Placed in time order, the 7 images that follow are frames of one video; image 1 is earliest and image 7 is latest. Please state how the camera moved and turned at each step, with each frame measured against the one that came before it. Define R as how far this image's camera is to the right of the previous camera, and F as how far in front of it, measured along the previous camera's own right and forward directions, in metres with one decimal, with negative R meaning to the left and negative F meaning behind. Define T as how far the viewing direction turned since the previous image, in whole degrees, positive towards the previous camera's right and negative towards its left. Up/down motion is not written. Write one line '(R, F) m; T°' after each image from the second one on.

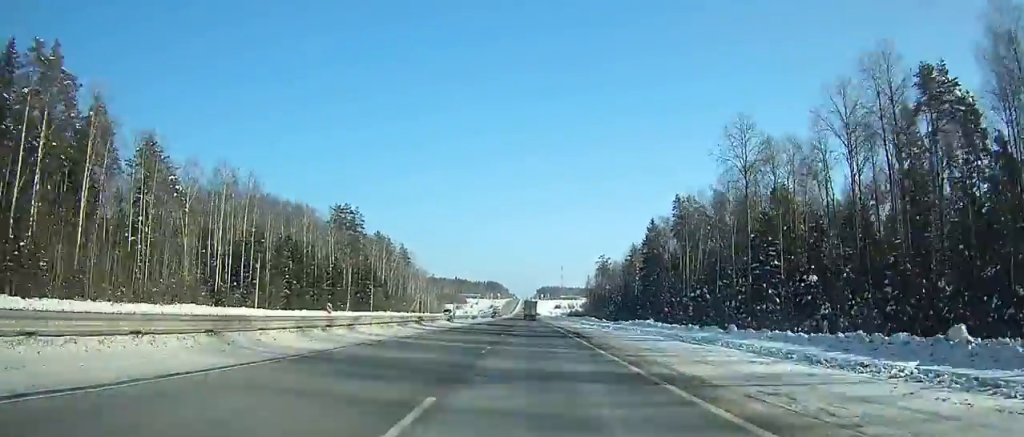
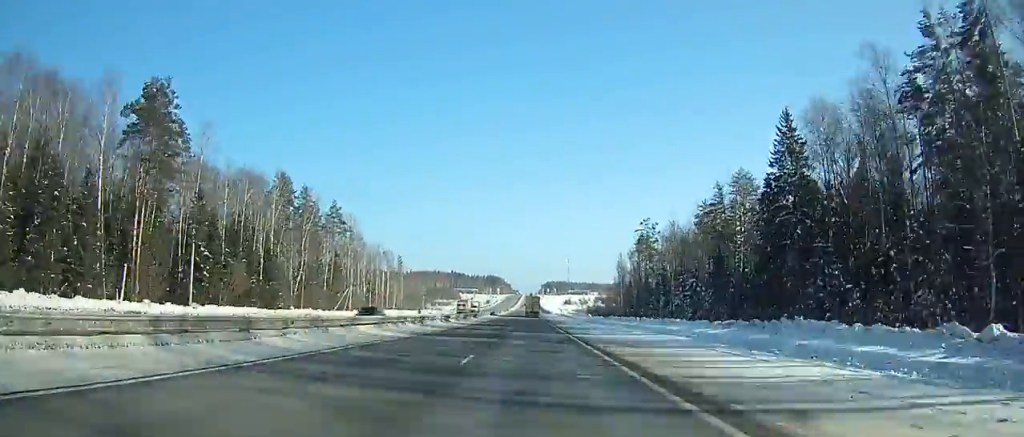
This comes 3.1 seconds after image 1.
(-0.3, +87.7) m; 0°
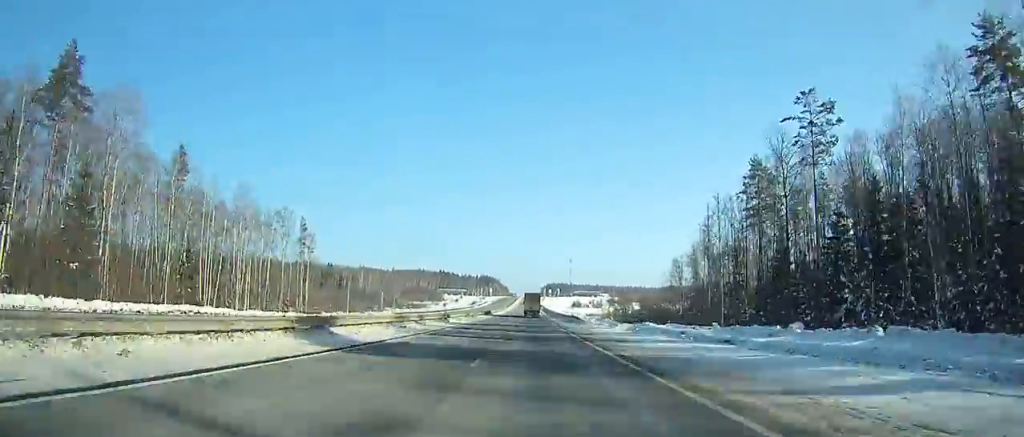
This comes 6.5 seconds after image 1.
(-0.3, +97.3) m; 0°
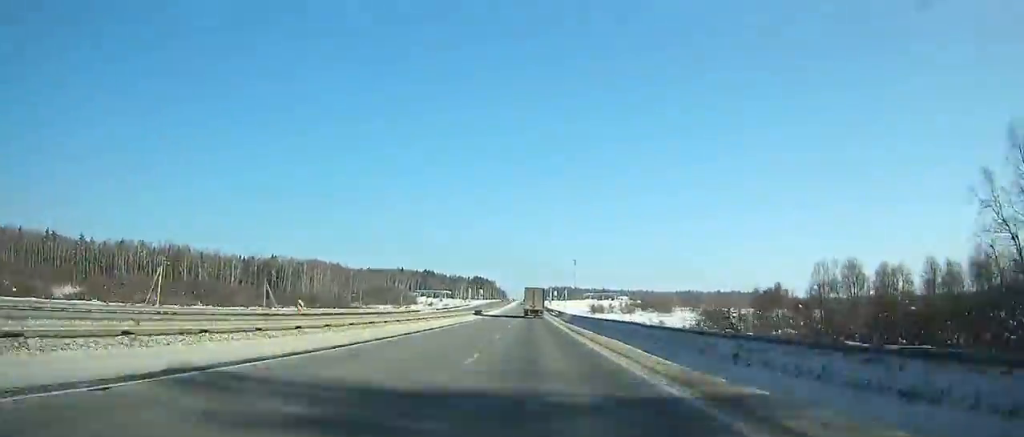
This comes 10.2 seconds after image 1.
(+0.4, +106.6) m; 0°
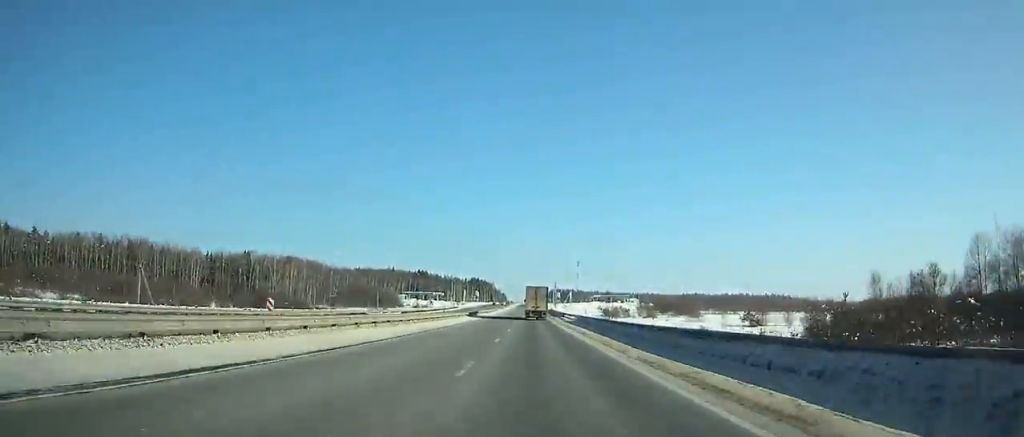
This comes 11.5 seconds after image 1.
(-0.1, +37.2) m; 0°
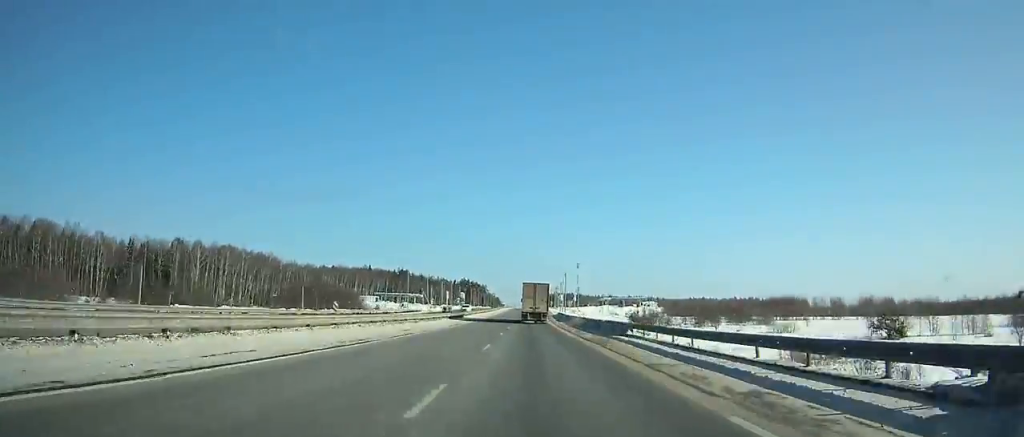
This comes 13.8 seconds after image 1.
(-0.1, +65.8) m; 0°
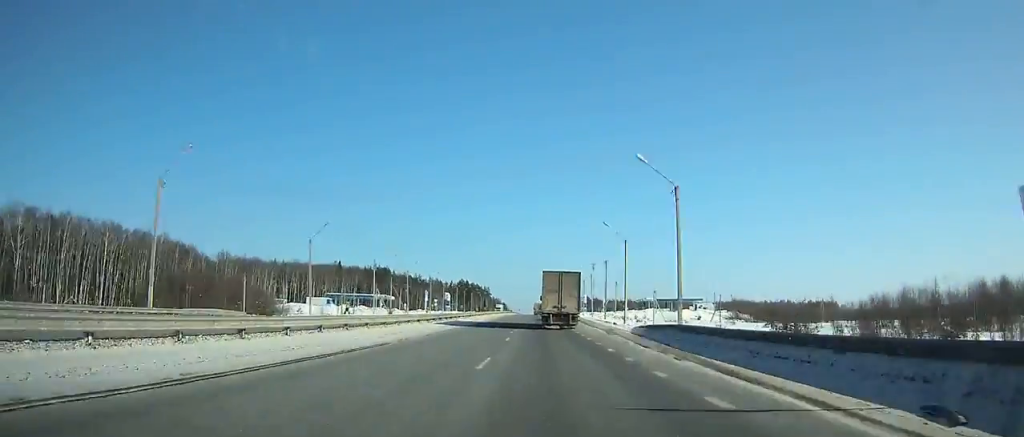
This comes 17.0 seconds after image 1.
(0.0, +90.5) m; 0°
